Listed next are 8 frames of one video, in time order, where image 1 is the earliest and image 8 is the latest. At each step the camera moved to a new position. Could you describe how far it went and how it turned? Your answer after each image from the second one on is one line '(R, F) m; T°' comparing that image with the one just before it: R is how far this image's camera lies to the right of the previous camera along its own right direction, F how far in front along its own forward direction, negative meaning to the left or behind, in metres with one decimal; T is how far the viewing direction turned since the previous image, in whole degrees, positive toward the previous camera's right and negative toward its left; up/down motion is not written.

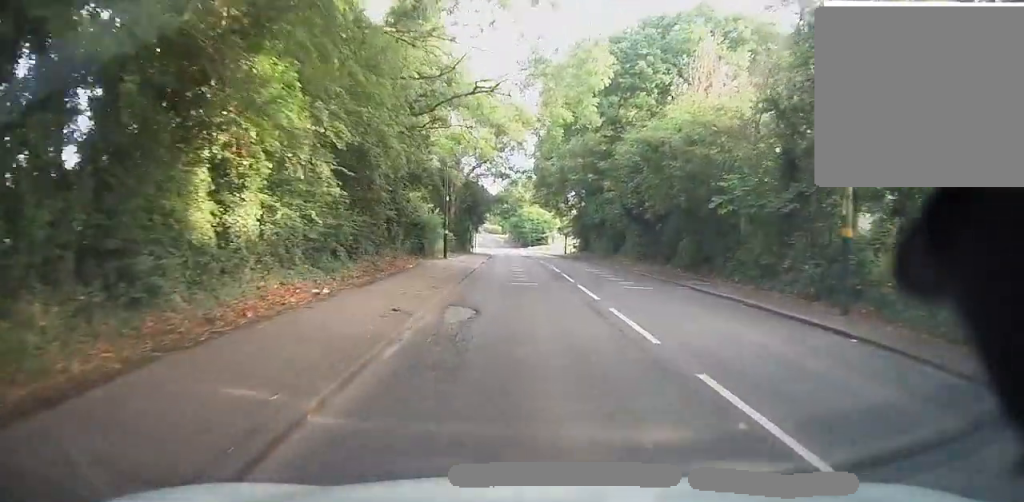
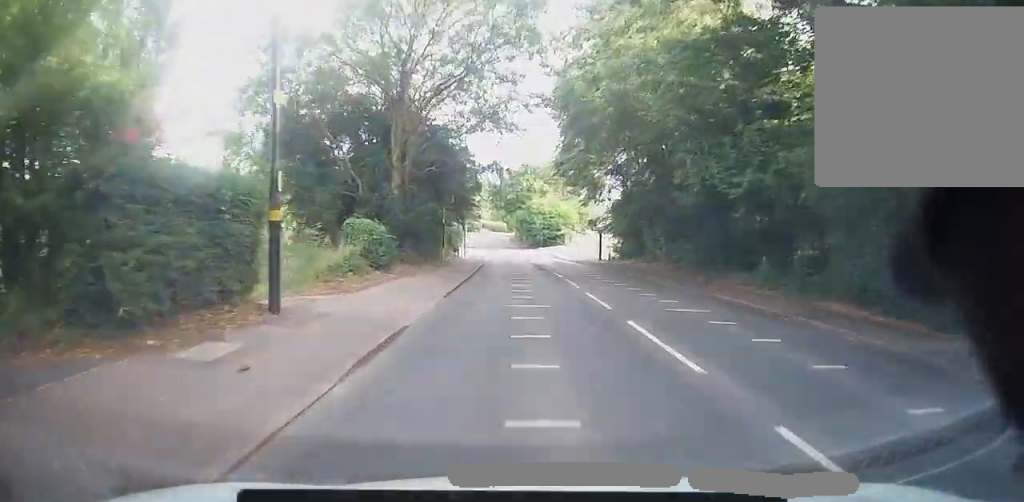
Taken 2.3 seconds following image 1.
(-1.0, +25.9) m; -3°
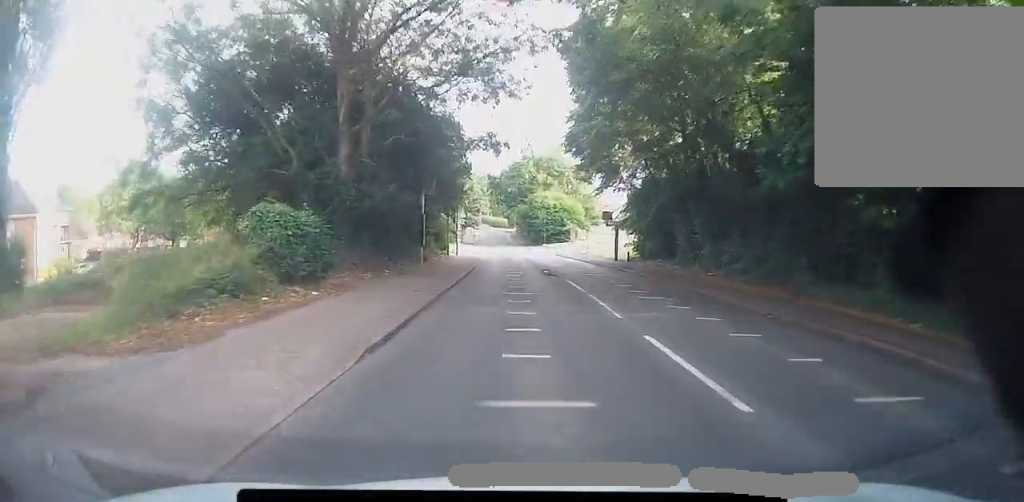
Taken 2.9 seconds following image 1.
(0.0, +7.8) m; 0°
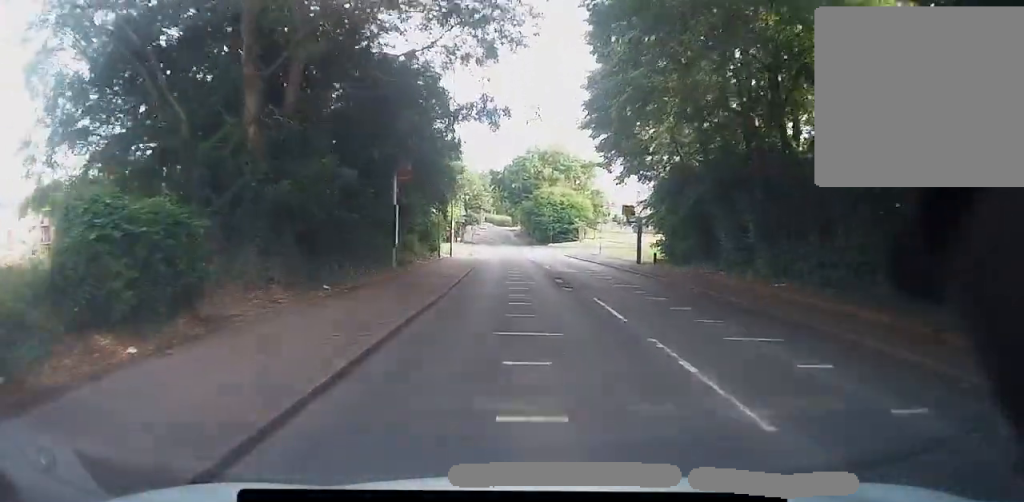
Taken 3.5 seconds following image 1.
(0.0, +7.1) m; 0°
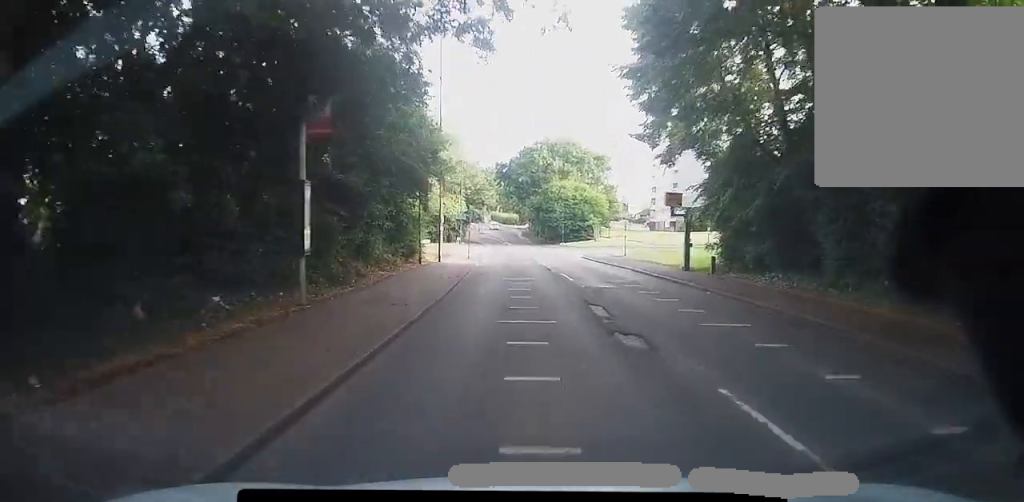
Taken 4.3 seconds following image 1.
(0.0, +9.2) m; 0°
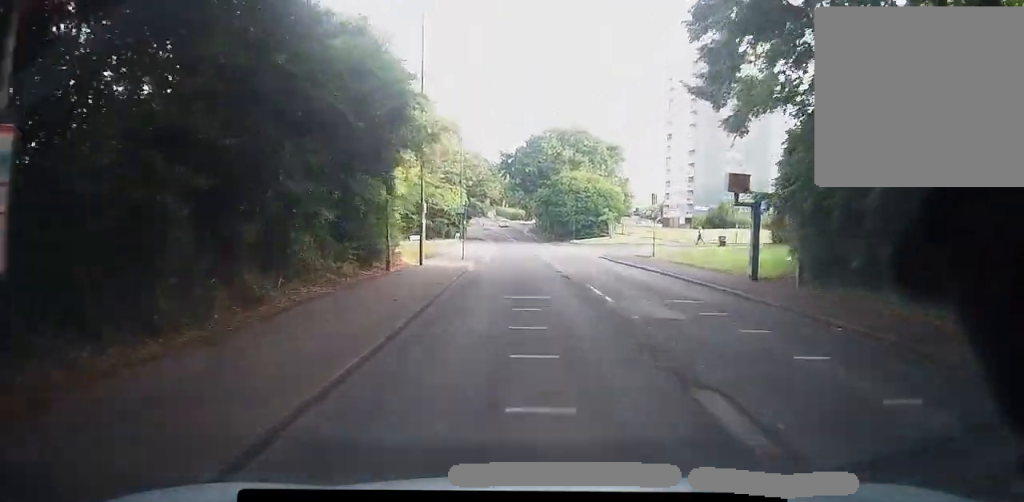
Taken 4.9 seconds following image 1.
(0.0, +7.6) m; 0°
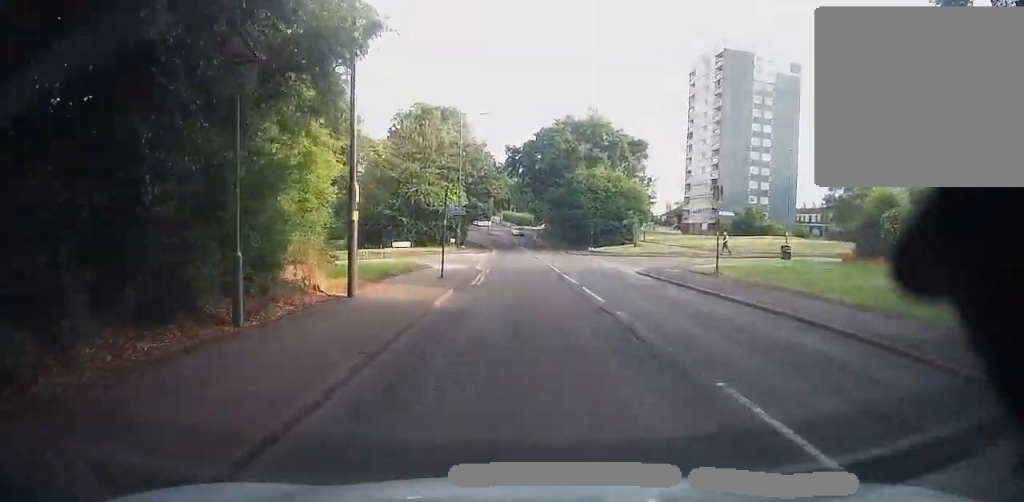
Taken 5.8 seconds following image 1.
(0.0, +10.9) m; 0°
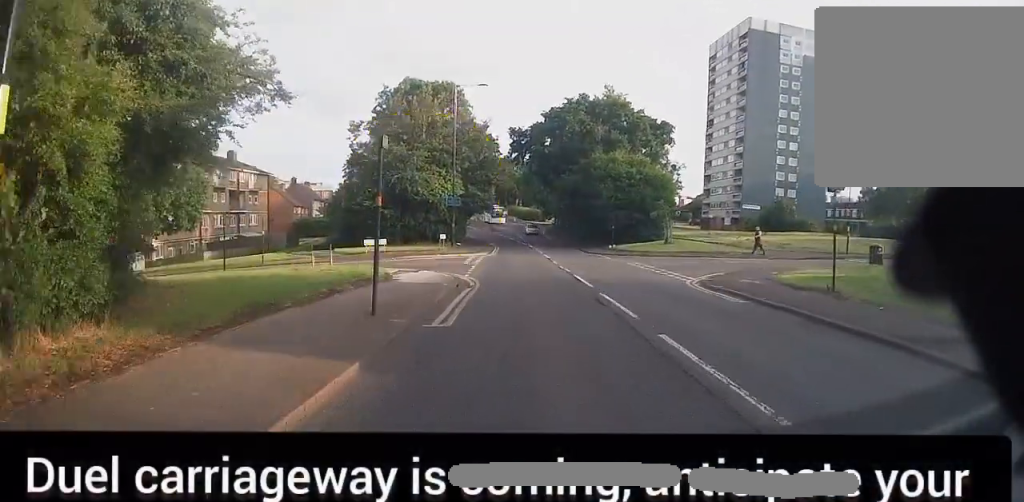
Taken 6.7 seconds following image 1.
(0.0, +10.2) m; 0°
